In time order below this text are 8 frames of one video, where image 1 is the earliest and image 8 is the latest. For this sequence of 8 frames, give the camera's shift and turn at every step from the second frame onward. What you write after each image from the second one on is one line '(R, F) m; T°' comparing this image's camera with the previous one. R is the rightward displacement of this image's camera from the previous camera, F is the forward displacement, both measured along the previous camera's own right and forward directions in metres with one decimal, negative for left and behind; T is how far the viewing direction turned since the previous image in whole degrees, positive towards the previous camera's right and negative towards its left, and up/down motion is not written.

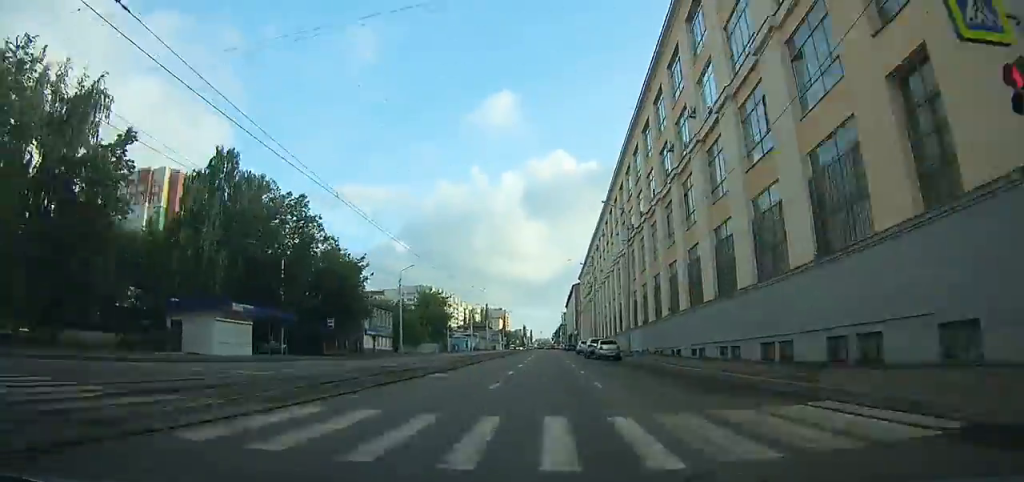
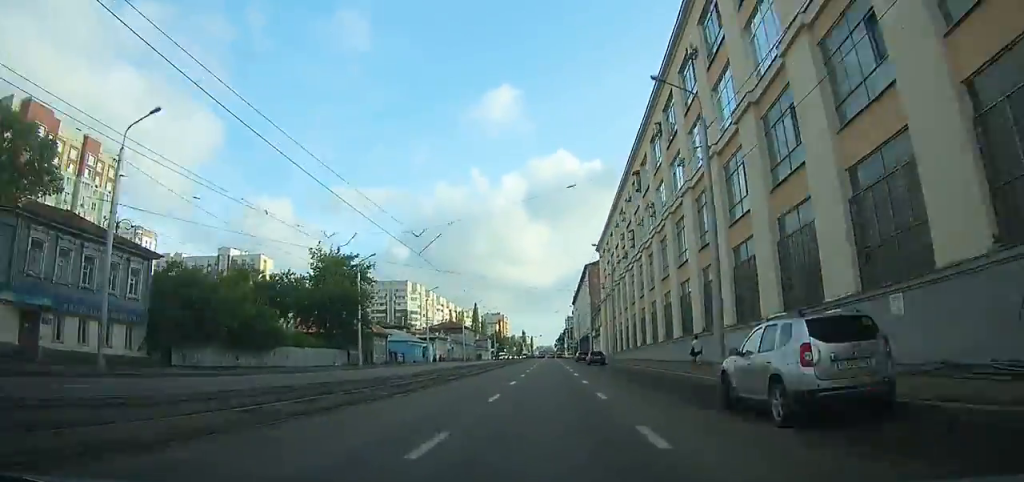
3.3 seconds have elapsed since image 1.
(+1.6, +58.2) m; +2°
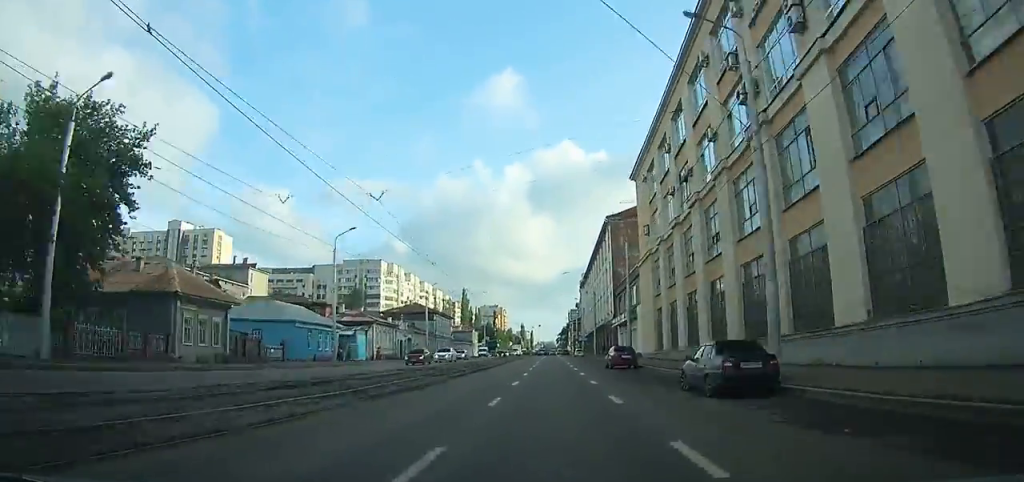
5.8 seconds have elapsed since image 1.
(0.0, +42.9) m; -1°
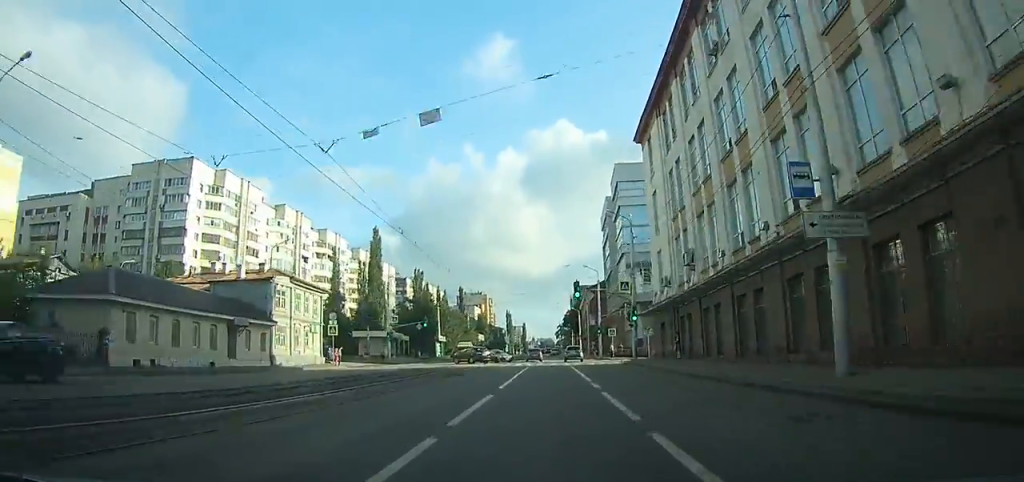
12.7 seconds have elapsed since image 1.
(-2.2, +112.2) m; -1°
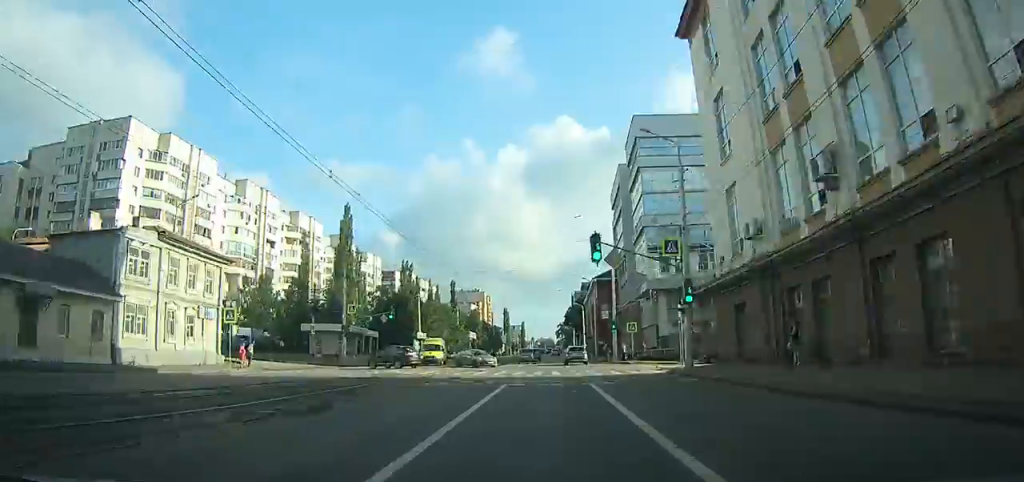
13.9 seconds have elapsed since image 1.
(+0.1, +18.2) m; 0°
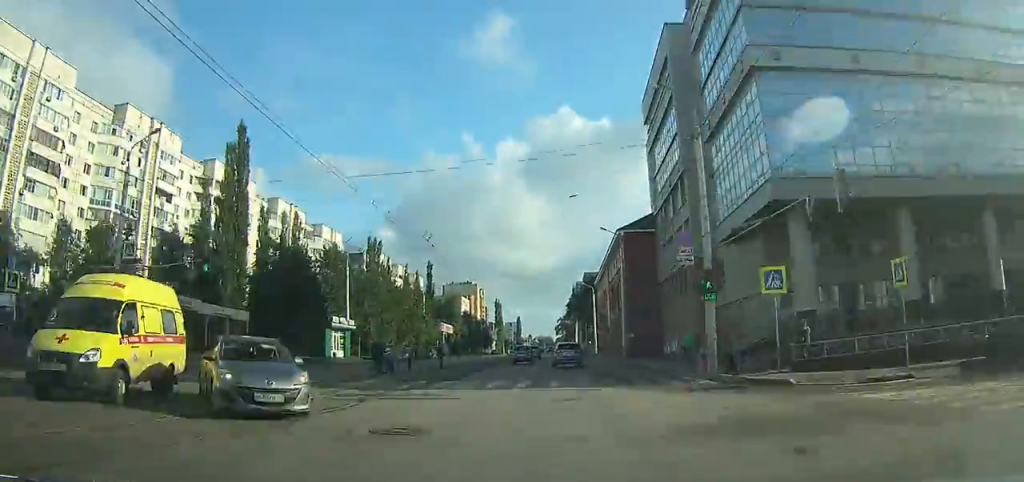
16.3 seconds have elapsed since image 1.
(+0.2, +35.4) m; +1°
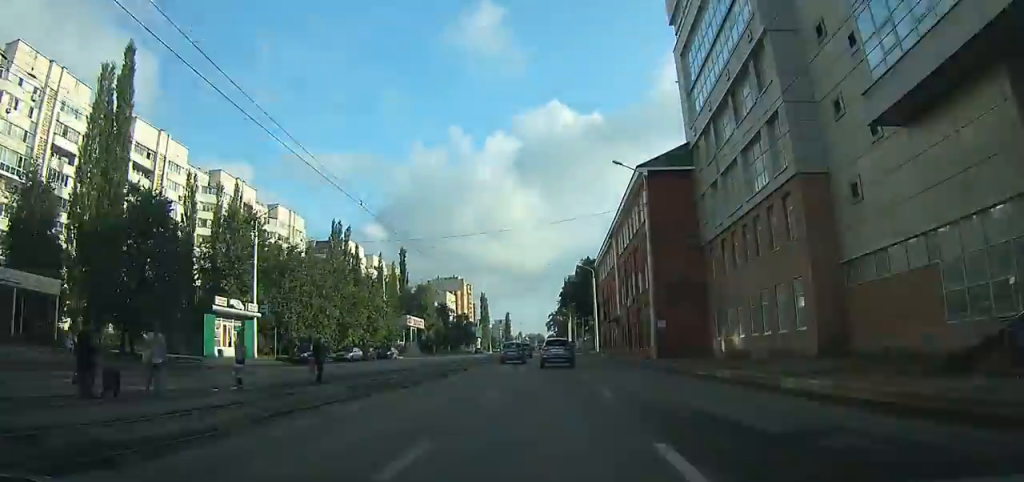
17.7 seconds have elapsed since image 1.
(+0.2, +19.4) m; 0°
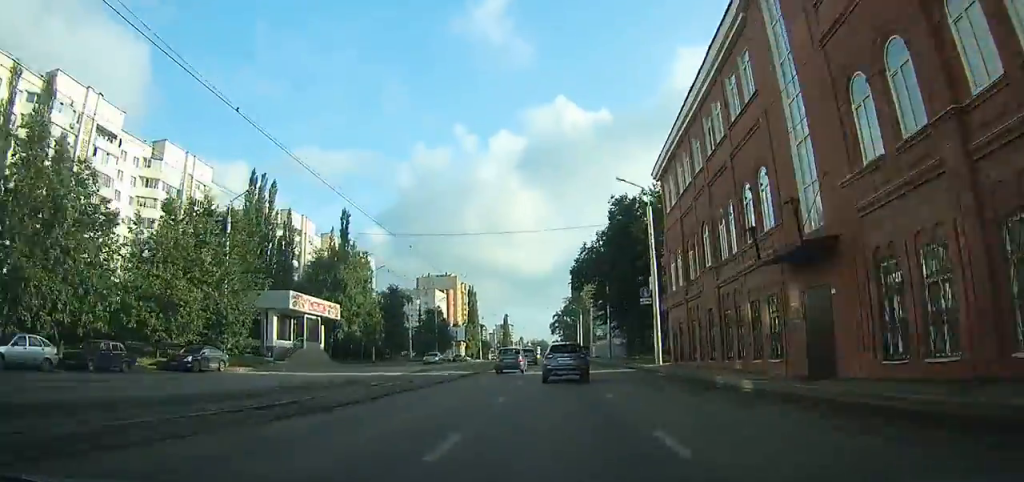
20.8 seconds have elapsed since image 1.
(-0.1, +41.5) m; 0°
